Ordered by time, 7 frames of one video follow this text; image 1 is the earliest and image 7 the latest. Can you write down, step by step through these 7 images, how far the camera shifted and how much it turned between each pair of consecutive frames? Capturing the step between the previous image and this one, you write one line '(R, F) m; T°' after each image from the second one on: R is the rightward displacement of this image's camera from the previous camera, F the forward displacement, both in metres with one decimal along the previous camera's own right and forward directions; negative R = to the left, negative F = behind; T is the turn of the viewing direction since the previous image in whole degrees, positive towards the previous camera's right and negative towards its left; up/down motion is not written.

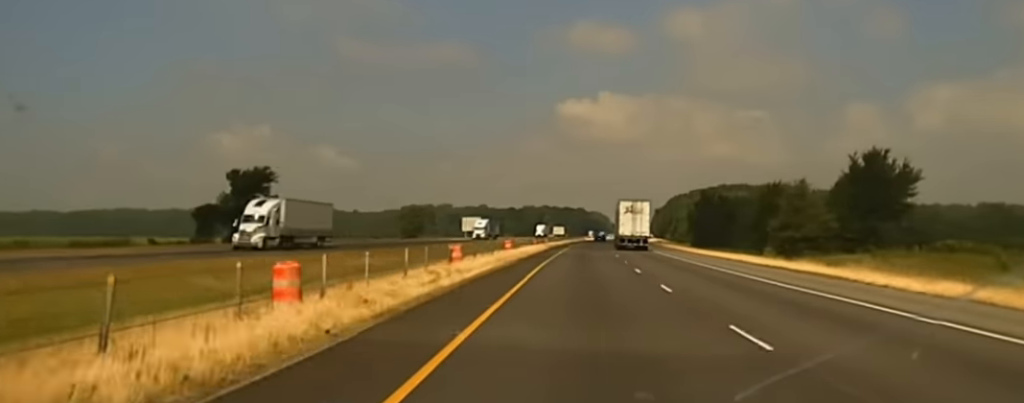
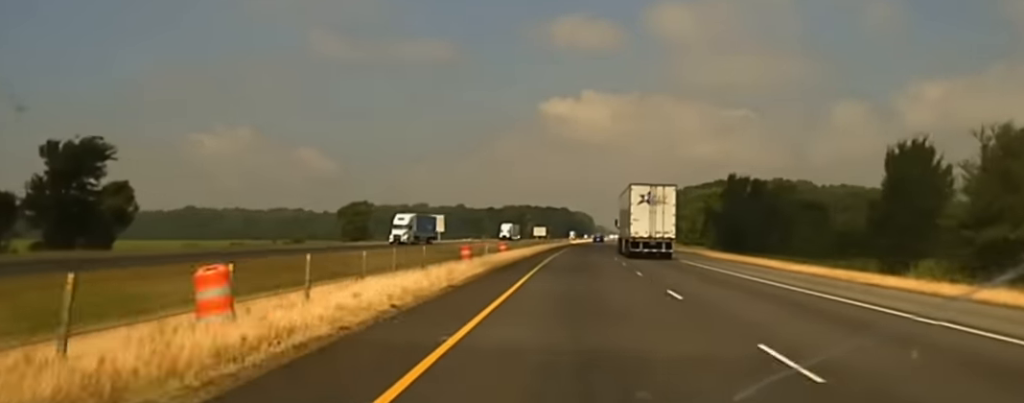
(+0.8, +49.8) m; +1°
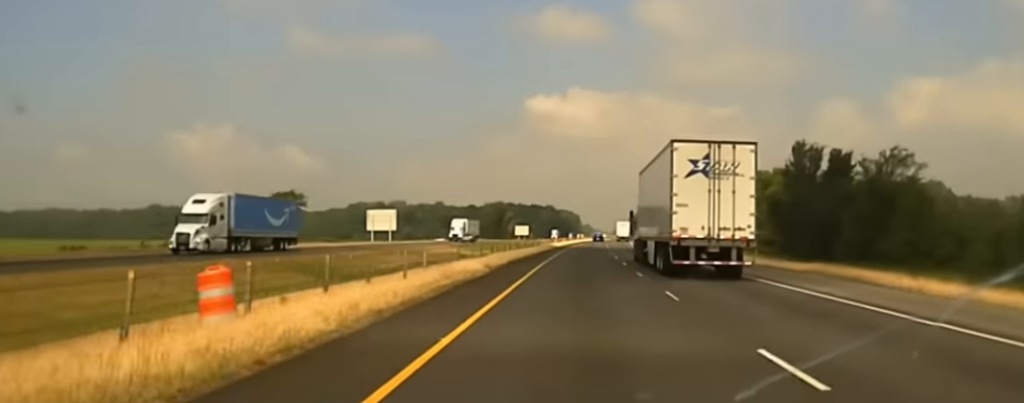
(+0.4, +49.9) m; +1°
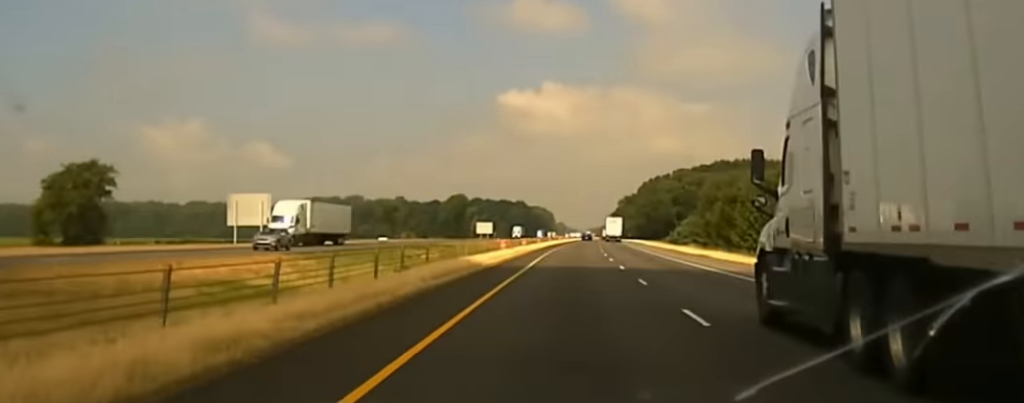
(+0.3, +66.7) m; +1°
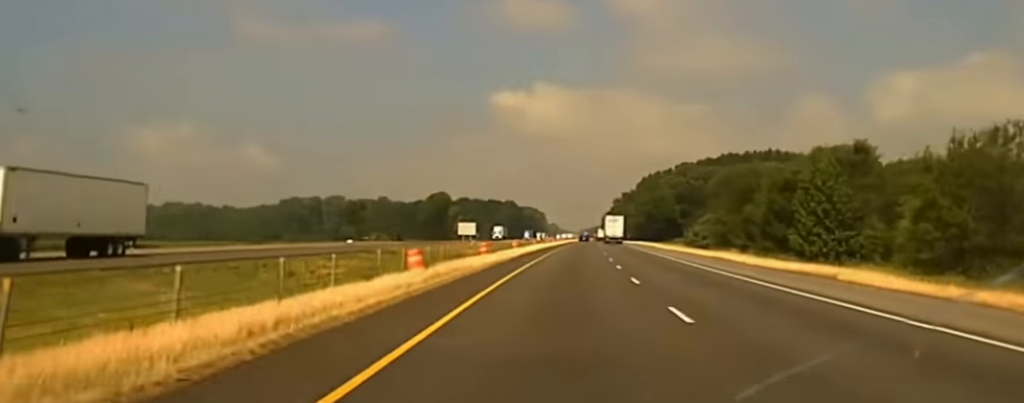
(-0.4, +35.6) m; +1°
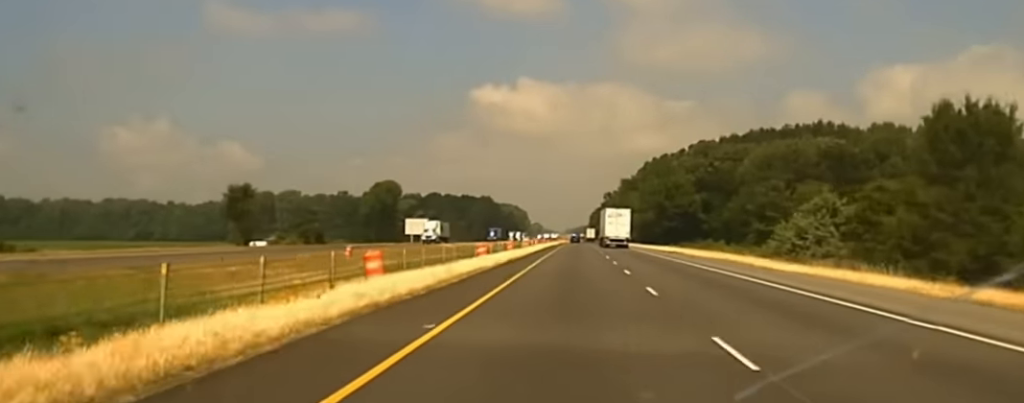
(+1.9, +78.1) m; +1°
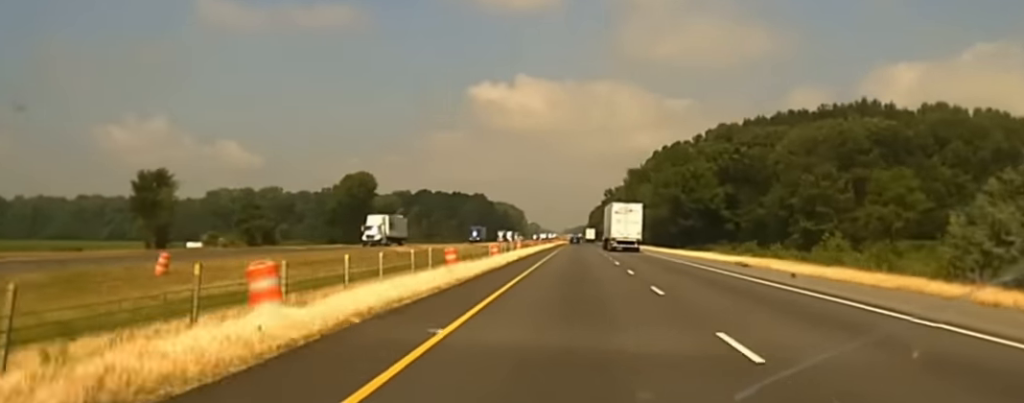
(-0.1, +34.7) m; 0°
